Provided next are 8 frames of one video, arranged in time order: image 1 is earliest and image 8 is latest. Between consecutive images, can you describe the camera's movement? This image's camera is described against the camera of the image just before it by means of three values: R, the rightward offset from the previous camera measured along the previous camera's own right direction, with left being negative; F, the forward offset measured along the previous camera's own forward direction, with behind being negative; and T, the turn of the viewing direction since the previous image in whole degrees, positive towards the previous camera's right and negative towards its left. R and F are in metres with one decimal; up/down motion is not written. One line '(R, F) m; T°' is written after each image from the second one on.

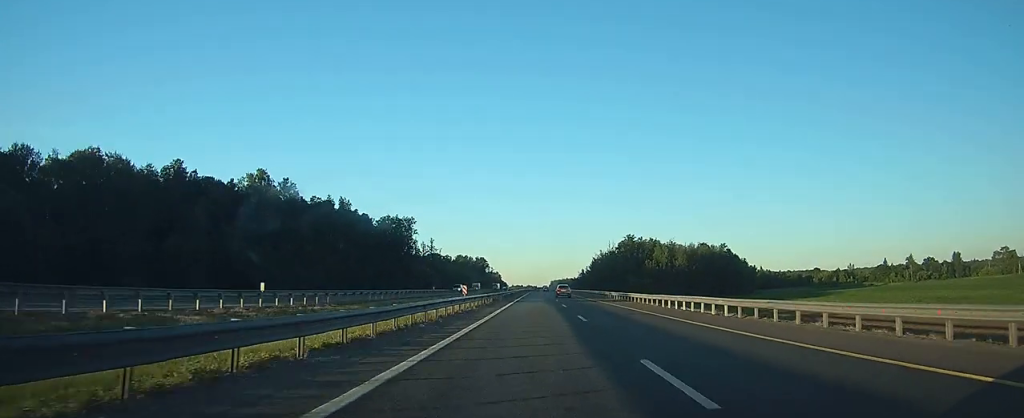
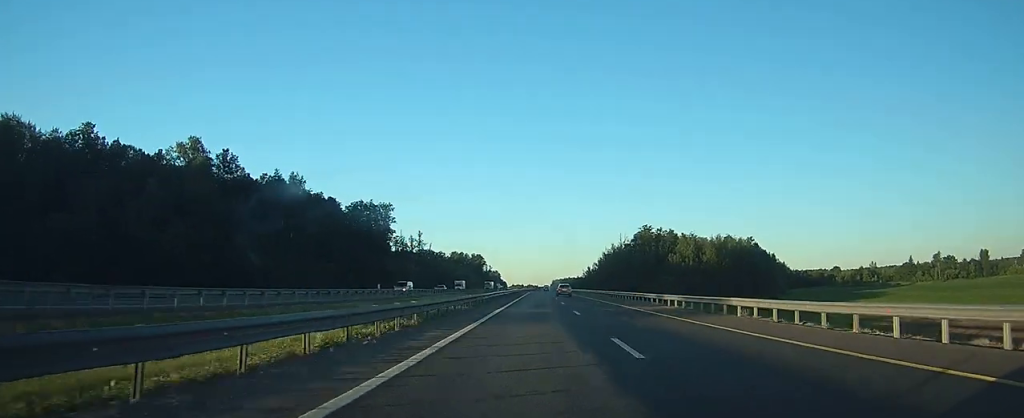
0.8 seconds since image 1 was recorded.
(0.0, +27.9) m; 0°
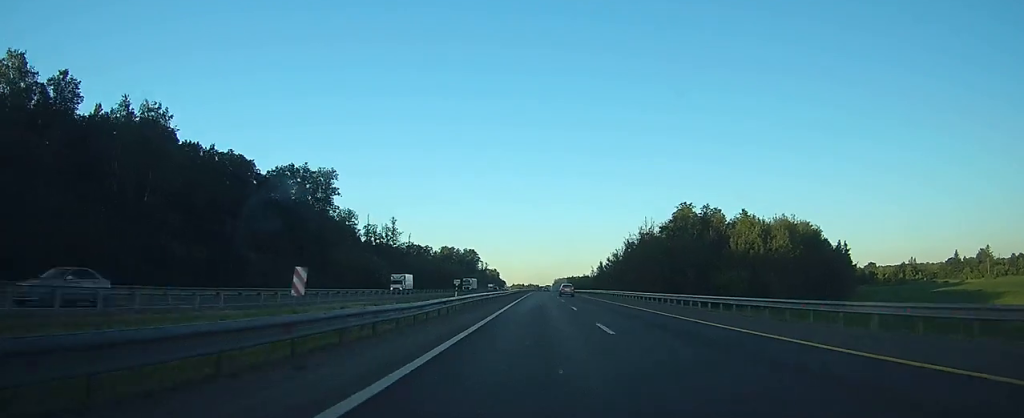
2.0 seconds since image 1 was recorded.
(0.0, +42.9) m; 0°
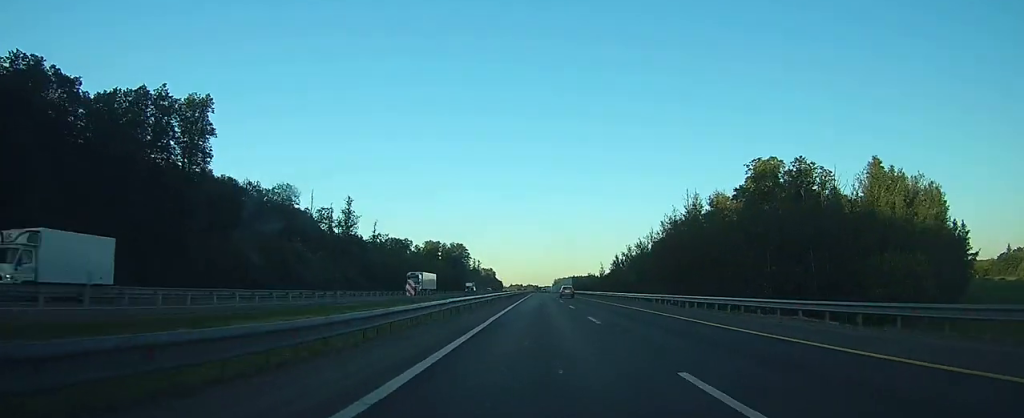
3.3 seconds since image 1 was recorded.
(-0.1, +42.9) m; 0°
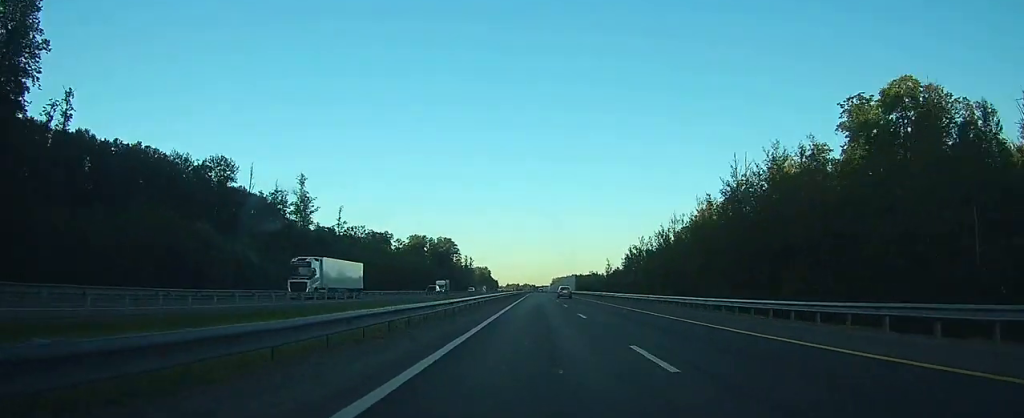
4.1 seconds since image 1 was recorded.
(0.0, +27.7) m; 0°
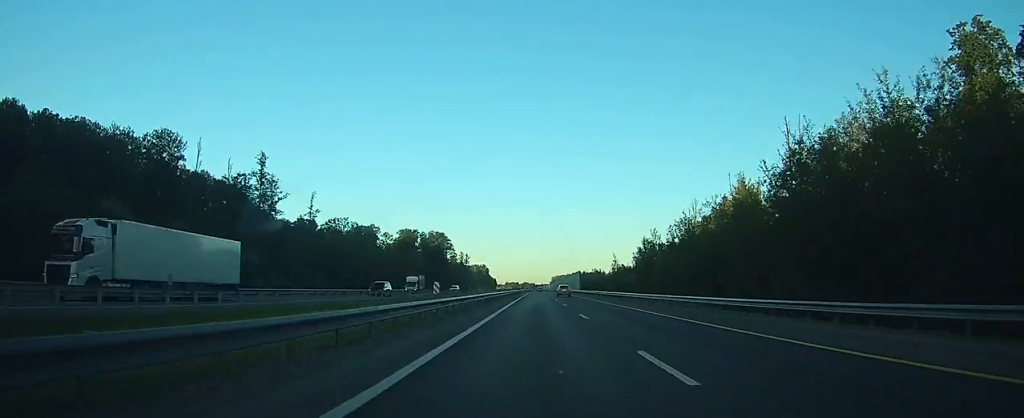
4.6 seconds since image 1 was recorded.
(0.0, +17.3) m; 0°
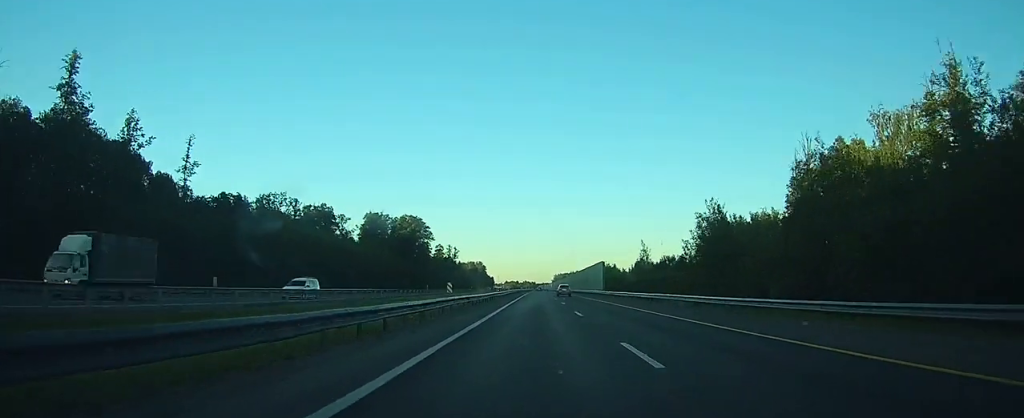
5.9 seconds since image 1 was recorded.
(+0.1, +46.1) m; 0°
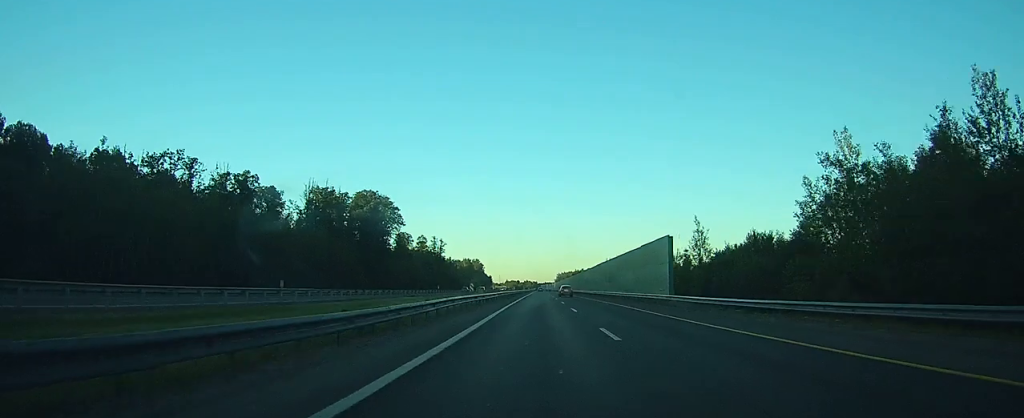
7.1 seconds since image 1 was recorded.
(-0.1, +42.7) m; 0°
